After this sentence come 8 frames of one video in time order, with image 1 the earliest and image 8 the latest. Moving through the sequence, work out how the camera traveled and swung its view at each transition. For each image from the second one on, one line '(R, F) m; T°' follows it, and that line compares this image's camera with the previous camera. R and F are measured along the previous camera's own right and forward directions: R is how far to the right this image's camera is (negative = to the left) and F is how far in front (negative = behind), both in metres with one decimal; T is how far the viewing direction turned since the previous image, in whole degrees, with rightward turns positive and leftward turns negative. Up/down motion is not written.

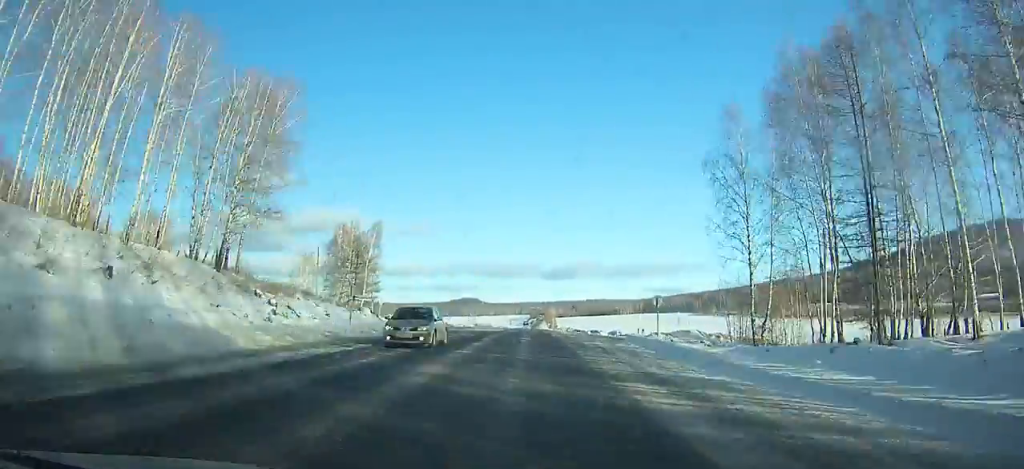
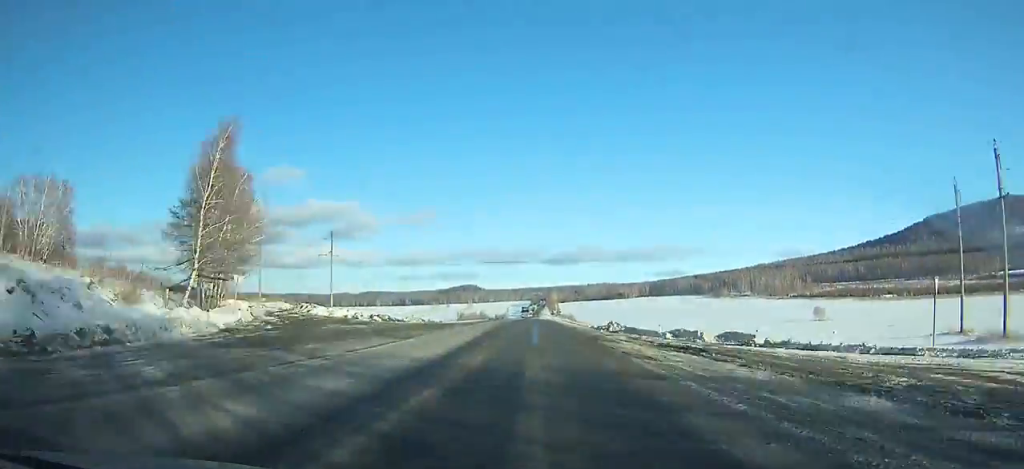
(+0.2, +40.0) m; 0°
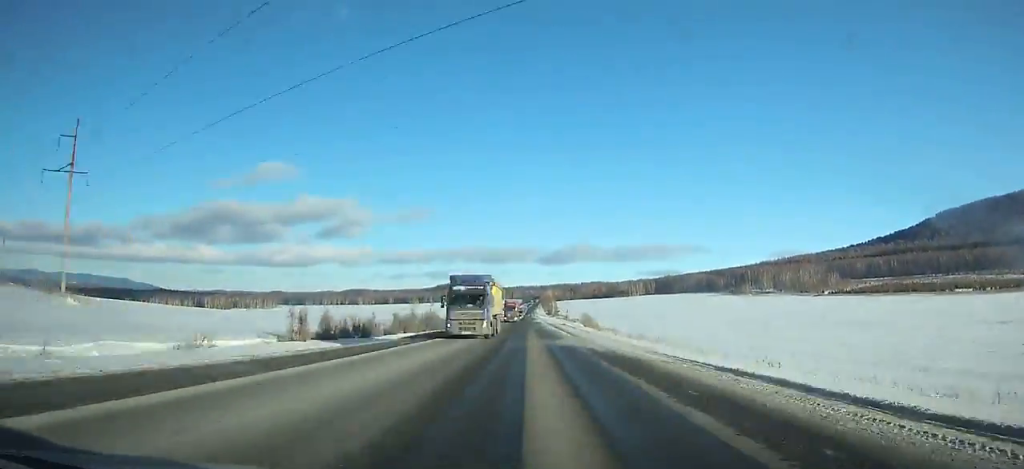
(+0.5, +89.6) m; 0°
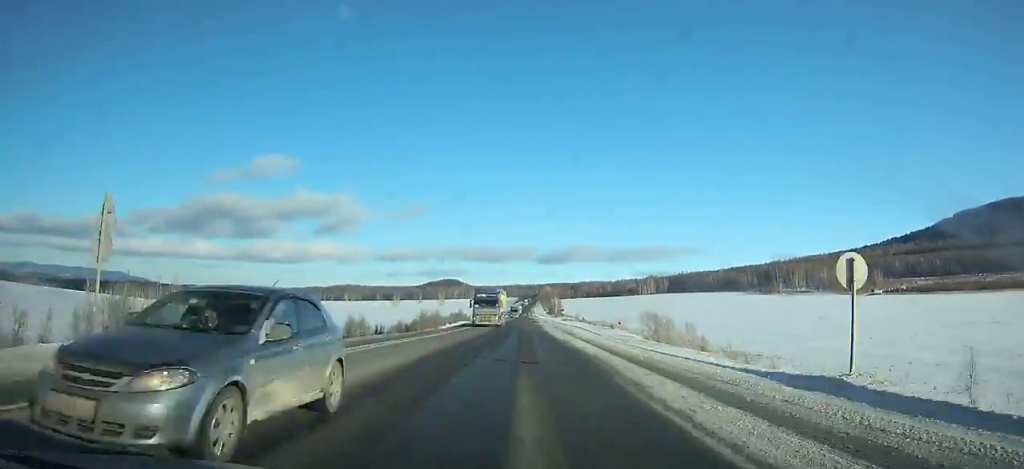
(+0.1, +83.0) m; 0°
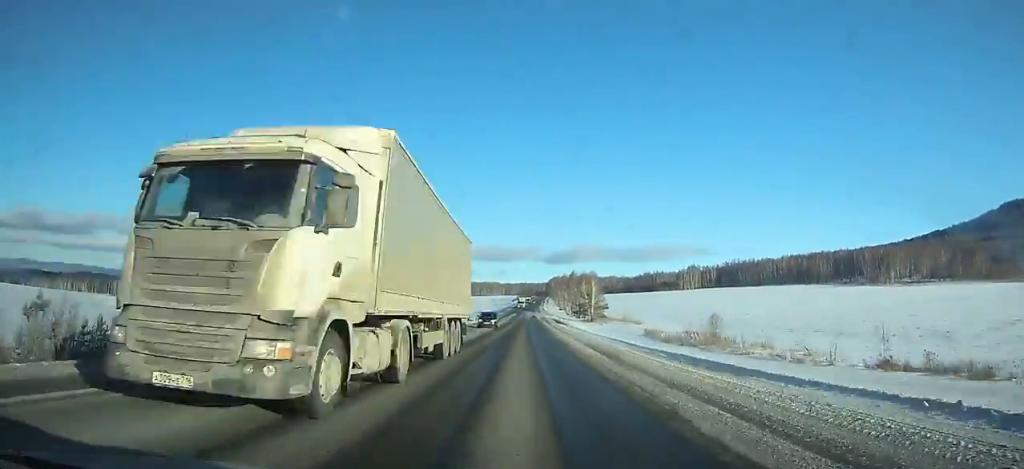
(+0.4, +152.9) m; 0°
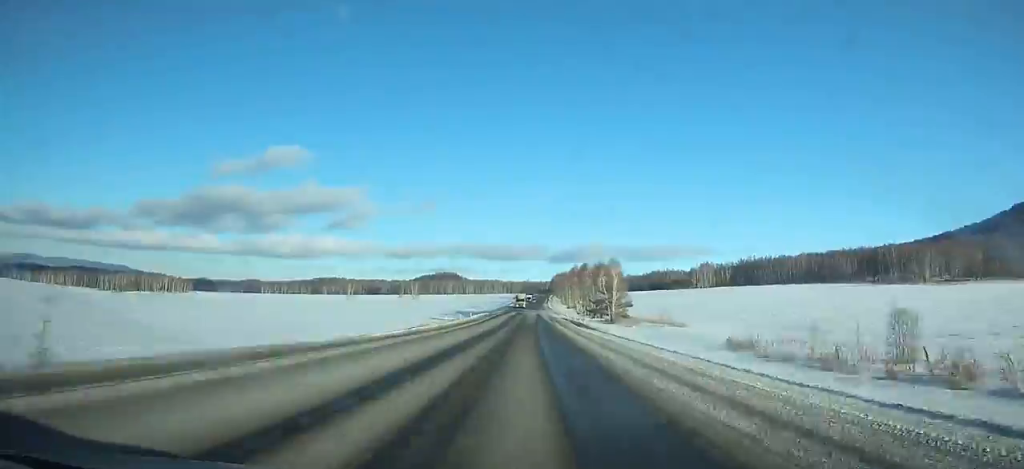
(0.0, +31.2) m; 0°
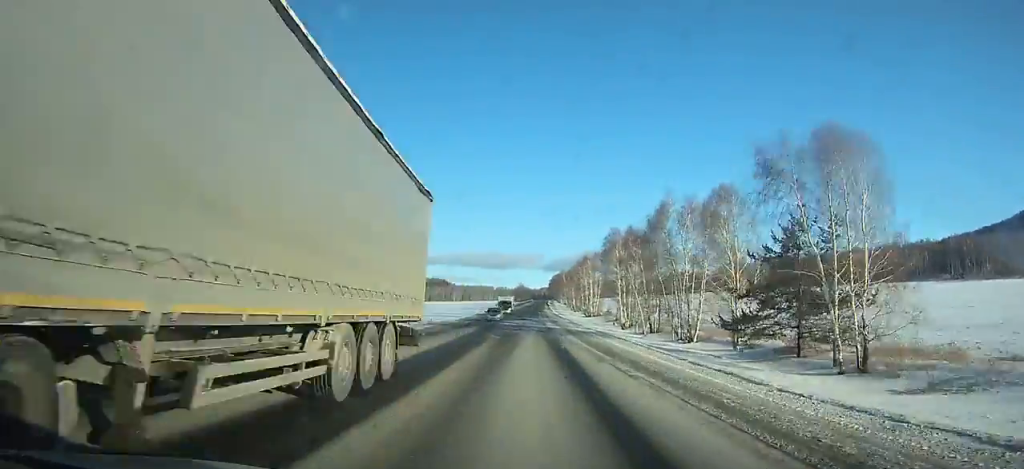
(+0.1, +86.7) m; 0°
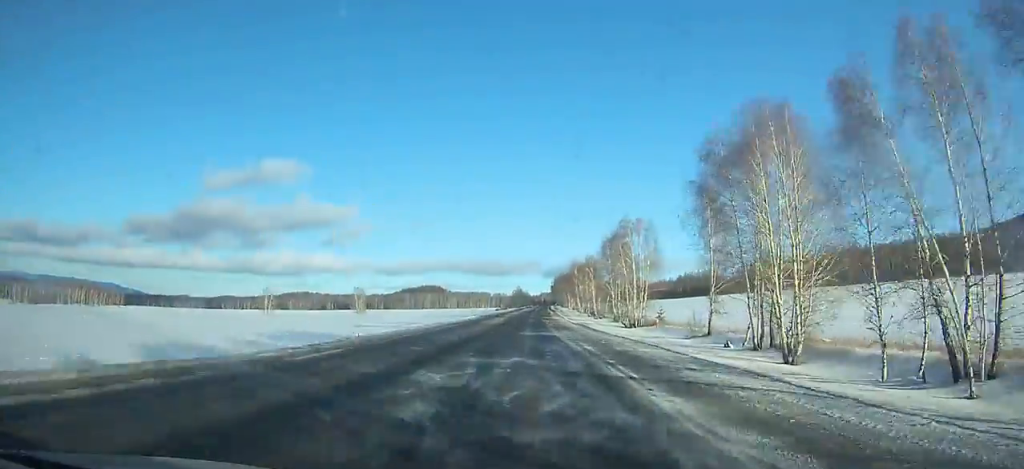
(0.0, +50.3) m; 0°
